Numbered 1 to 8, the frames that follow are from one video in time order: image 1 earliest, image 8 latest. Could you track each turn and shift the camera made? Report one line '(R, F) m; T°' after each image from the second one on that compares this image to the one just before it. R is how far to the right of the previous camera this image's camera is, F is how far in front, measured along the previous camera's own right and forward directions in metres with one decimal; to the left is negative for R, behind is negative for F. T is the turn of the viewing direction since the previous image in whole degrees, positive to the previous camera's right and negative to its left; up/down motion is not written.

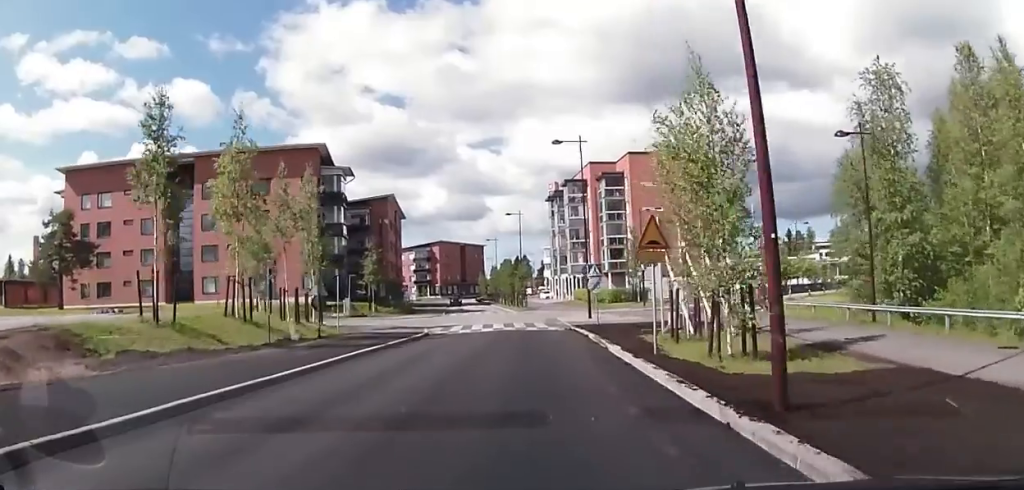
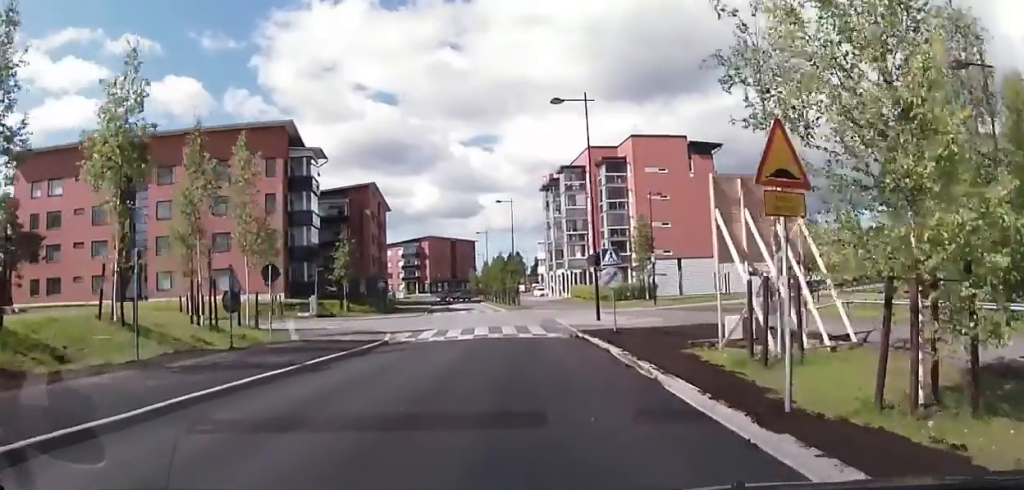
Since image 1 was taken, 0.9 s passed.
(-0.4, +7.9) m; 0°
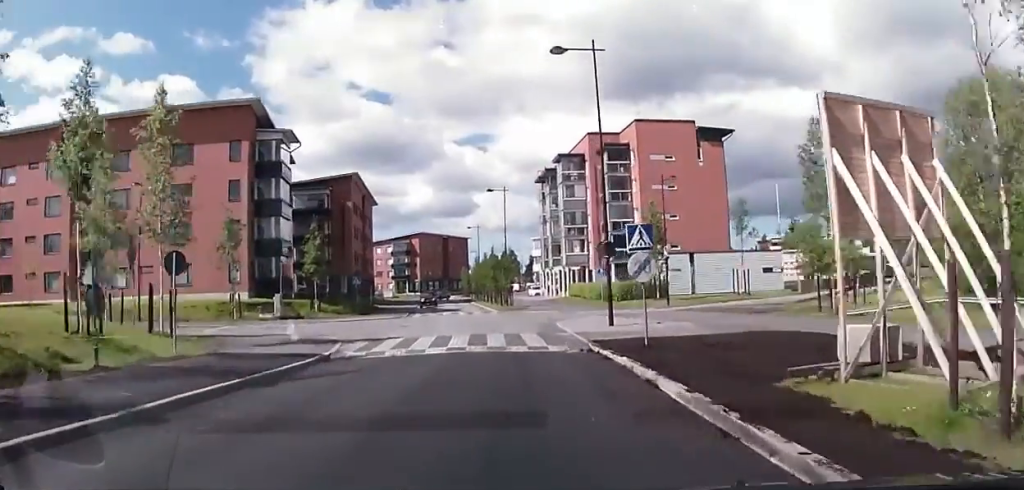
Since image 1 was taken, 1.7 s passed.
(+0.4, +6.6) m; +3°
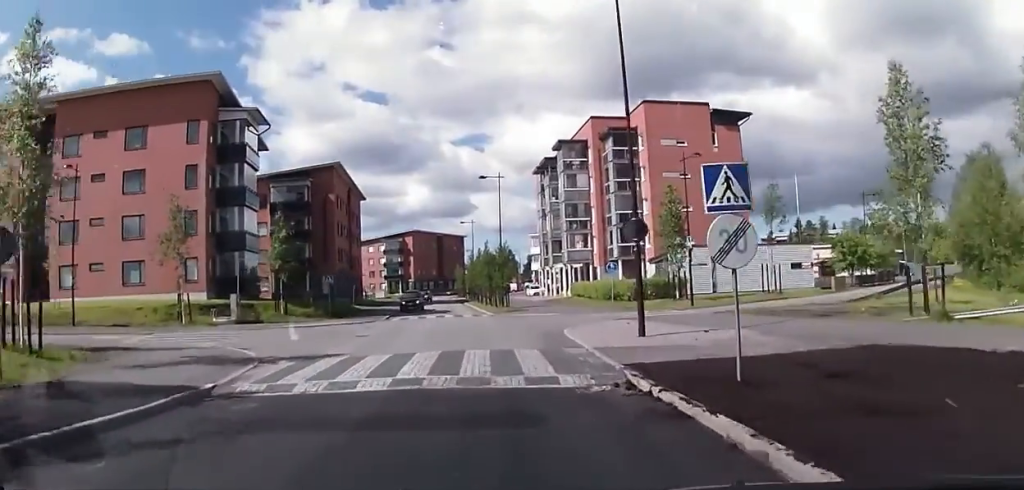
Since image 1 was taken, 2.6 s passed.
(+0.1, +6.9) m; 0°
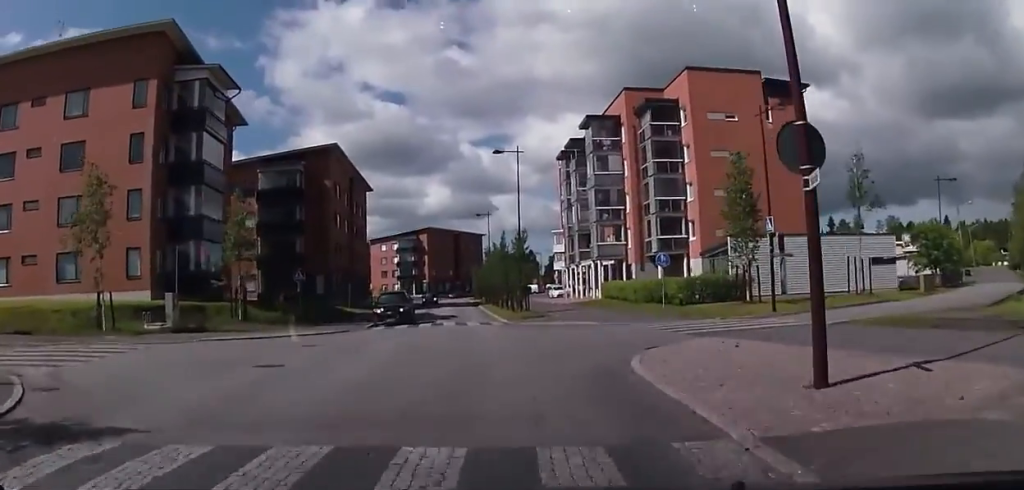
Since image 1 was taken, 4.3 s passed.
(0.0, +11.0) m; 0°
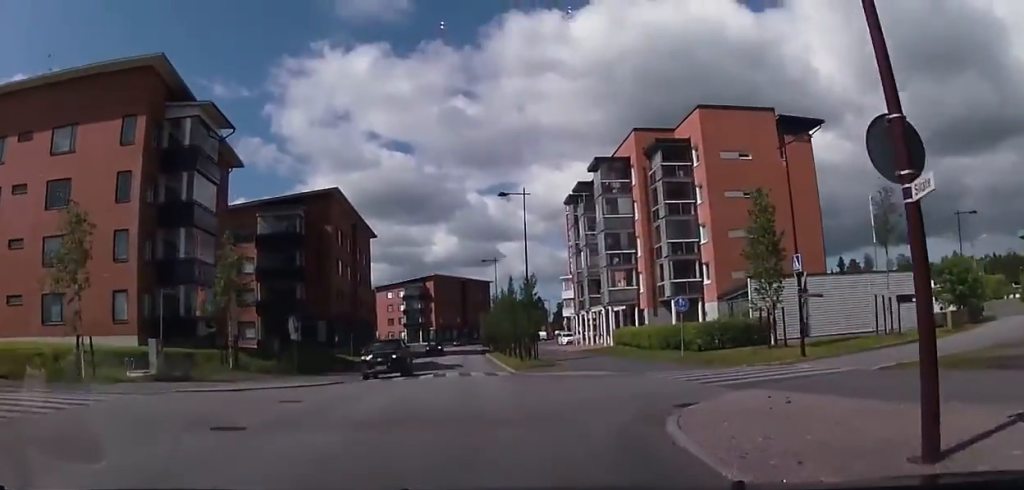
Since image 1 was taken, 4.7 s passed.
(0.0, +2.6) m; 0°
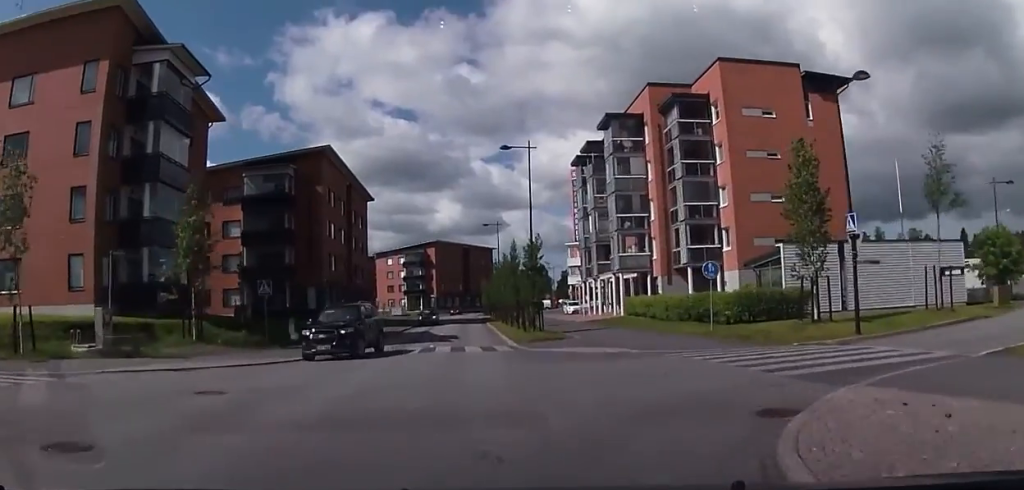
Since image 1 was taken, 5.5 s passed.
(0.0, +4.5) m; -4°
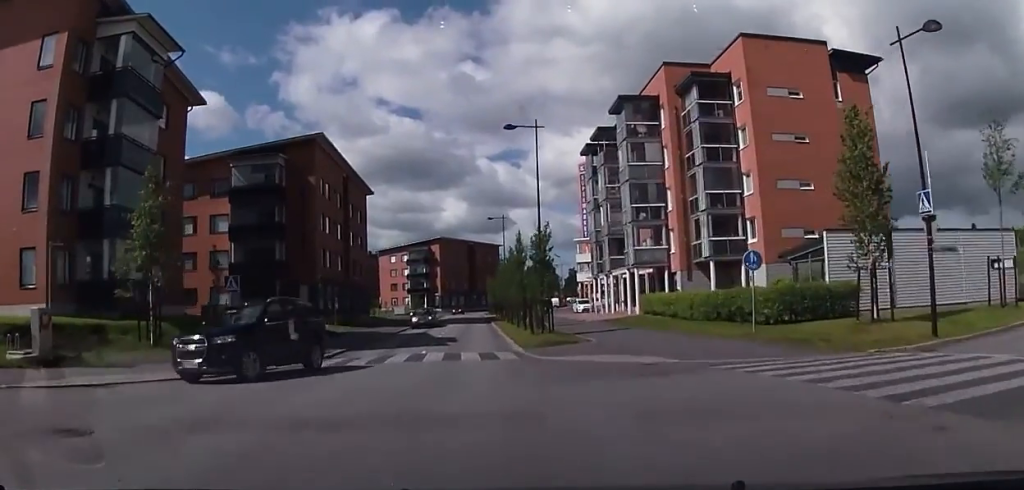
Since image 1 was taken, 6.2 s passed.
(-0.2, +3.9) m; -4°
